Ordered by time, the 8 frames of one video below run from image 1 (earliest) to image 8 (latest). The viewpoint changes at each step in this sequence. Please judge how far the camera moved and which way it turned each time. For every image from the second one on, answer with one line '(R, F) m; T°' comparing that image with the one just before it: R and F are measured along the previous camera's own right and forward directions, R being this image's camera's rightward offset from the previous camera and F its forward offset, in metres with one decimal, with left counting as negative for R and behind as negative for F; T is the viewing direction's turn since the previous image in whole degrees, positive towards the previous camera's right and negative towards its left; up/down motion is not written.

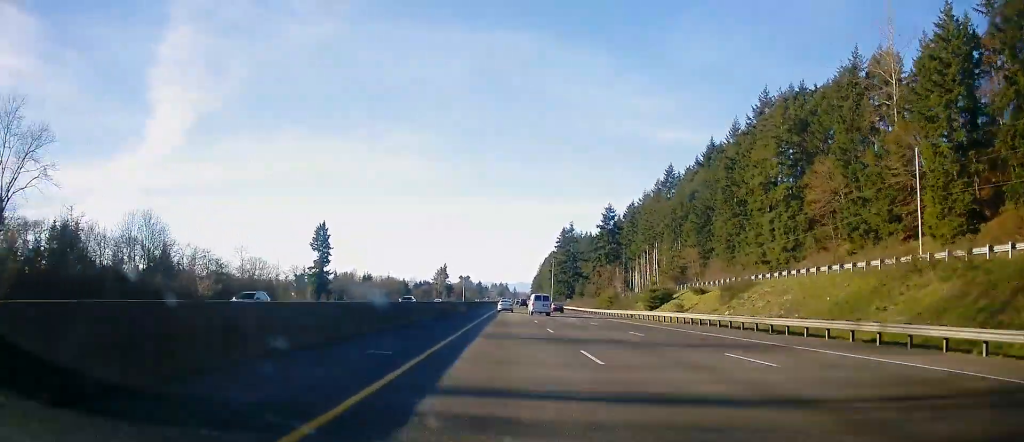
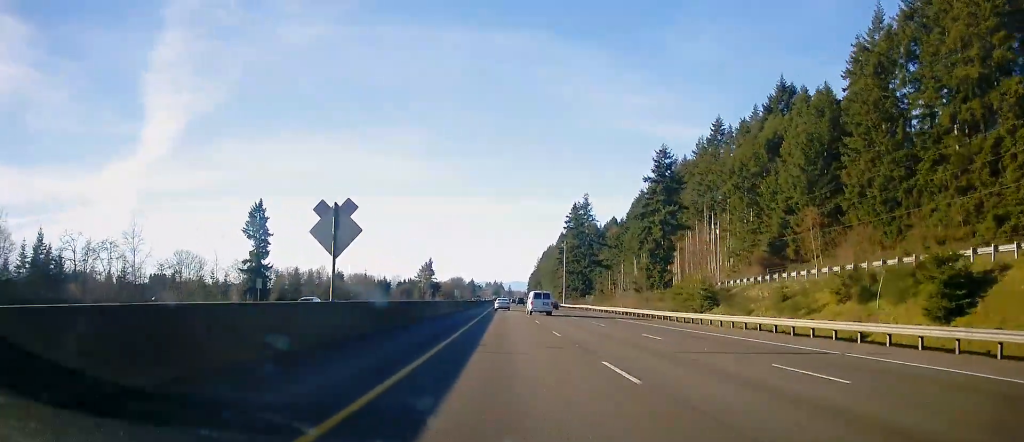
(+0.7, +52.0) m; +1°
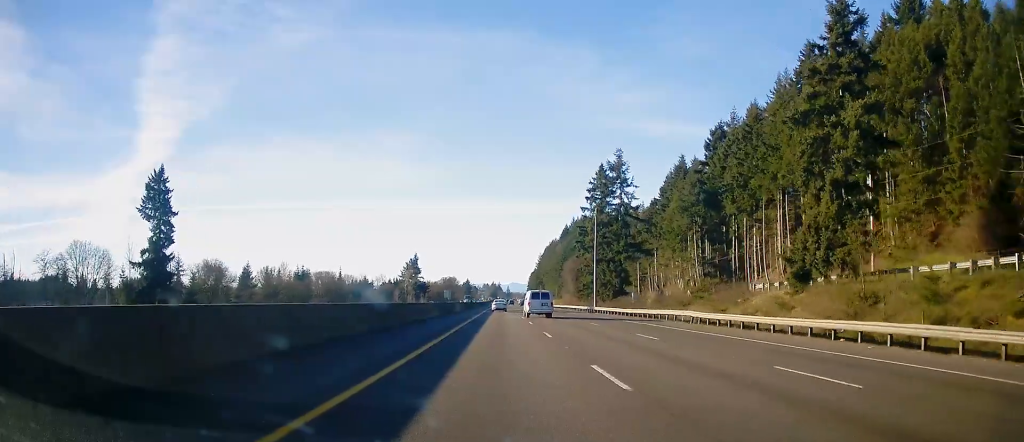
(+0.1, +49.9) m; 0°
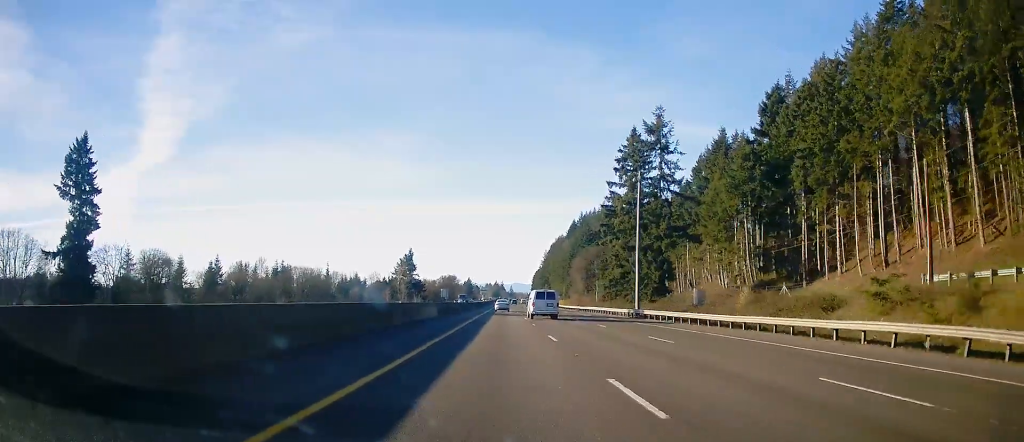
(-0.1, +26.8) m; 0°
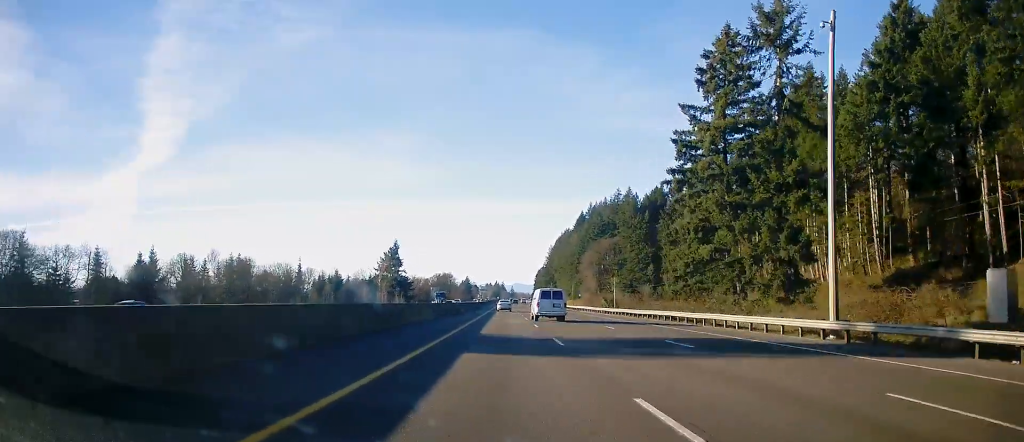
(+0.2, +39.0) m; 0°
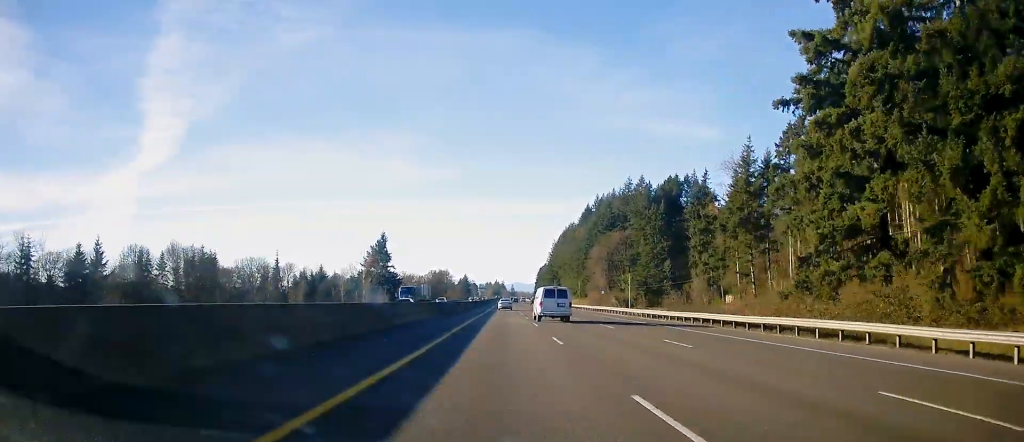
(-0.2, +24.4) m; 0°
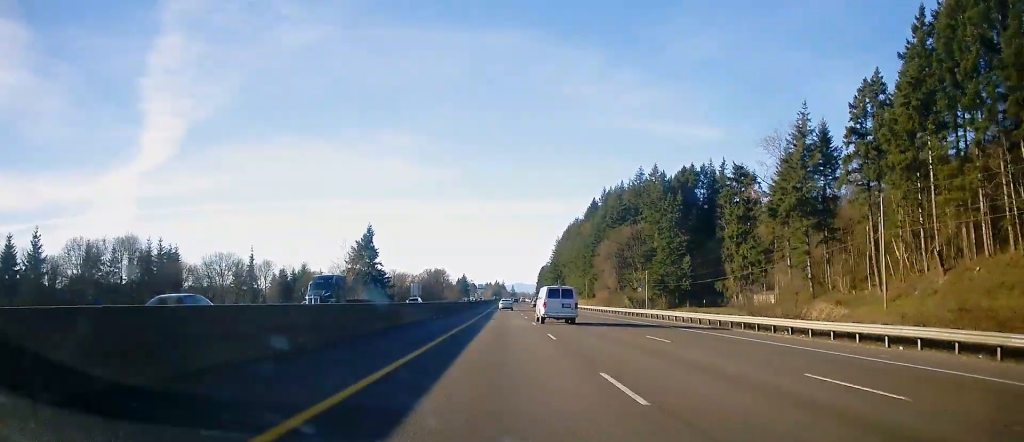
(-0.2, +22.1) m; 0°
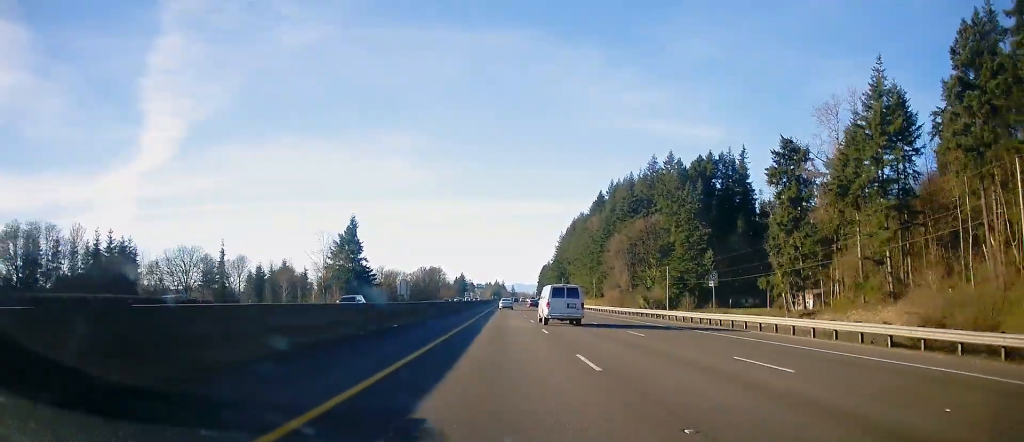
(+0.1, +21.1) m; 0°
